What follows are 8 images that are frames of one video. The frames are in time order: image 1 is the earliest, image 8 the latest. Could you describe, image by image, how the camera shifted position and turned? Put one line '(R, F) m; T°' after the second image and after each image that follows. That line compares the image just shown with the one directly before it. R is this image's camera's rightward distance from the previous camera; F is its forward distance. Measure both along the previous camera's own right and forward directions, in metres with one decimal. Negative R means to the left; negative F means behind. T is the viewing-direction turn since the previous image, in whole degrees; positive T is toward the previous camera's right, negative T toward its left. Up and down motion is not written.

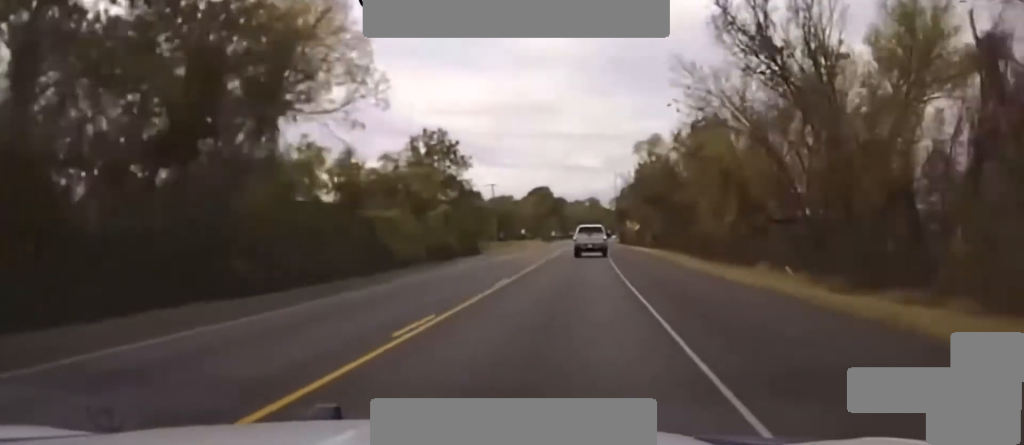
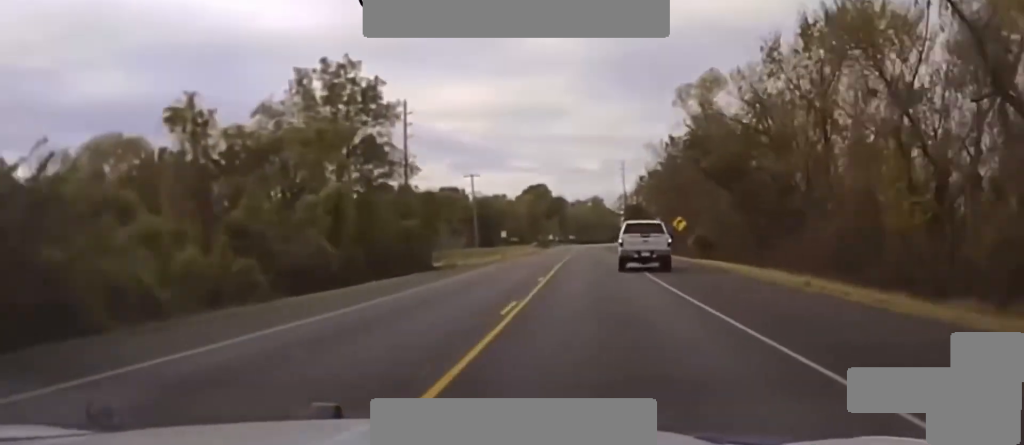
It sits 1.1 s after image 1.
(-0.3, +40.2) m; 0°
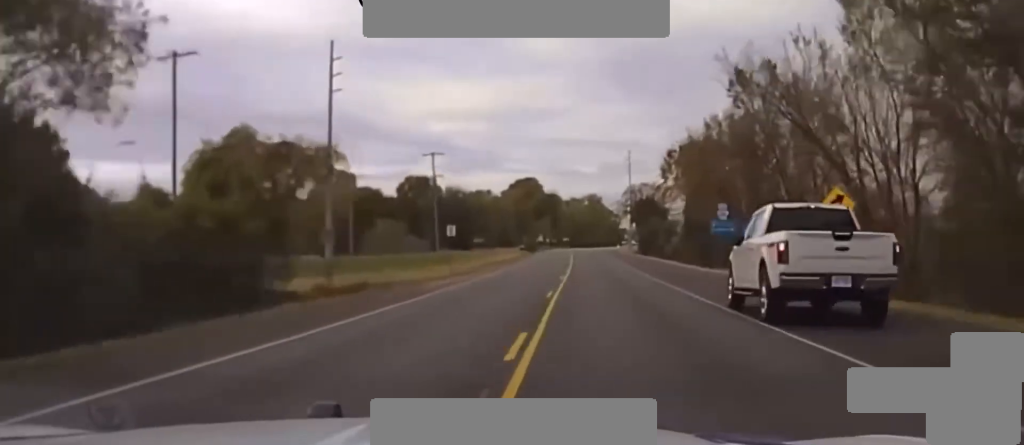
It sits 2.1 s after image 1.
(+0.2, +37.7) m; +1°
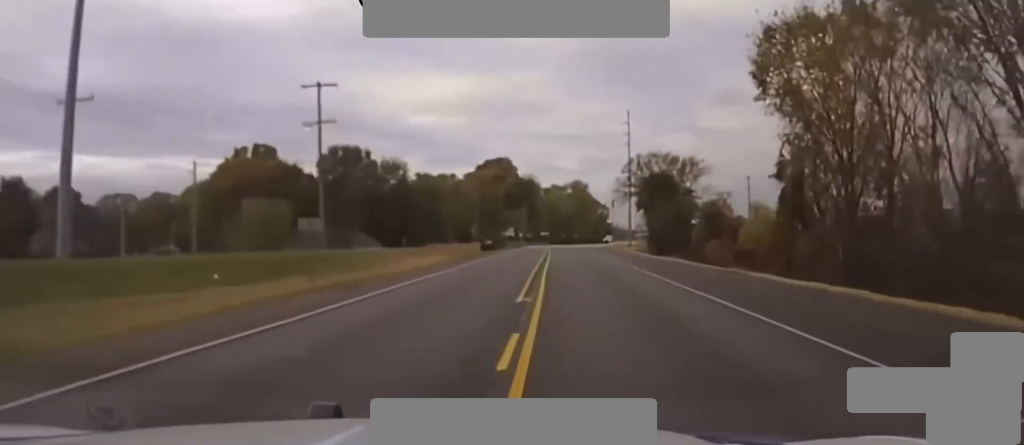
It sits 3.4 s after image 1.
(+0.5, +48.3) m; +1°
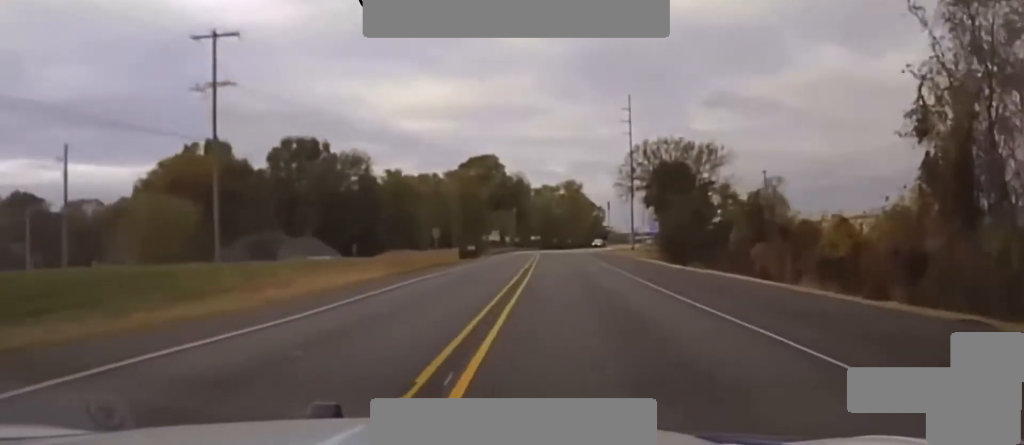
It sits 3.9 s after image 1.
(-0.1, +20.5) m; 0°
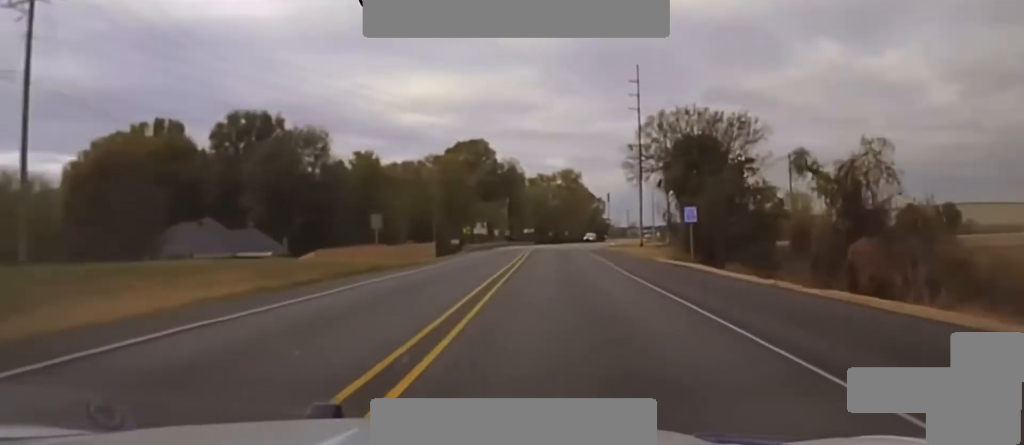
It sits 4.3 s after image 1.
(+0.1, +18.3) m; 0°
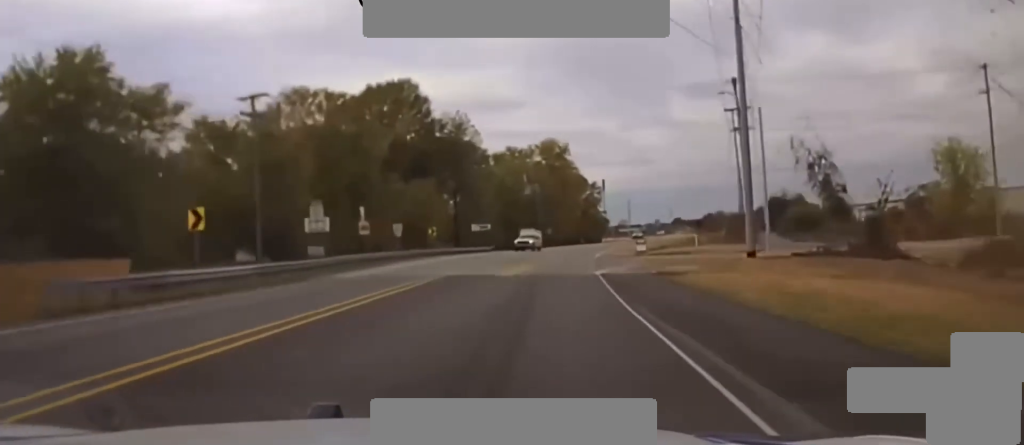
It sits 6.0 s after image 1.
(+0.8, +76.1) m; +1°
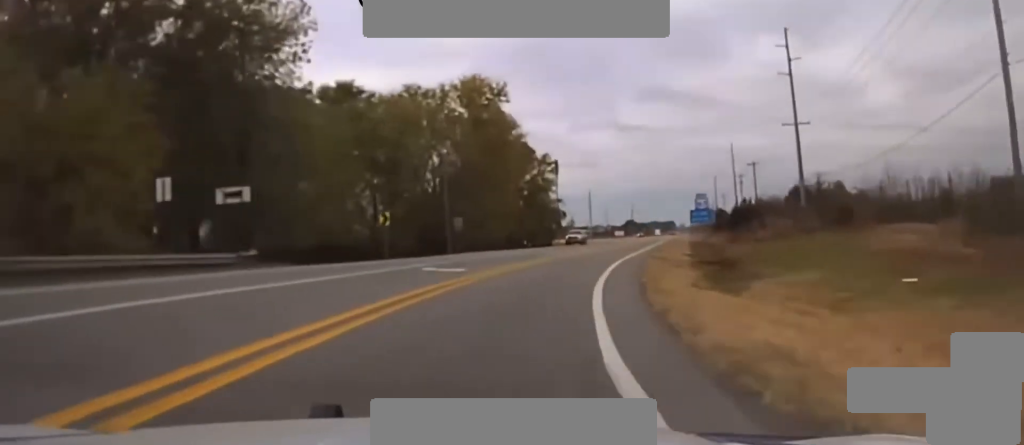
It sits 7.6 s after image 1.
(+1.2, +69.9) m; +3°
